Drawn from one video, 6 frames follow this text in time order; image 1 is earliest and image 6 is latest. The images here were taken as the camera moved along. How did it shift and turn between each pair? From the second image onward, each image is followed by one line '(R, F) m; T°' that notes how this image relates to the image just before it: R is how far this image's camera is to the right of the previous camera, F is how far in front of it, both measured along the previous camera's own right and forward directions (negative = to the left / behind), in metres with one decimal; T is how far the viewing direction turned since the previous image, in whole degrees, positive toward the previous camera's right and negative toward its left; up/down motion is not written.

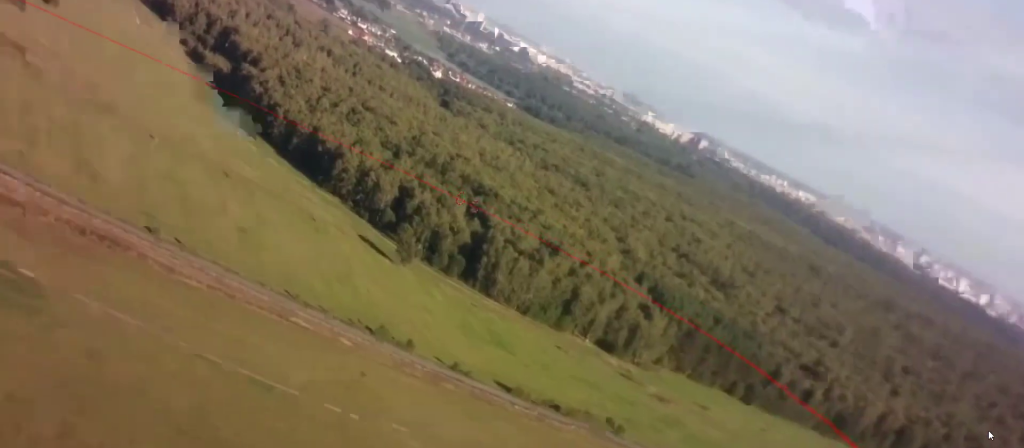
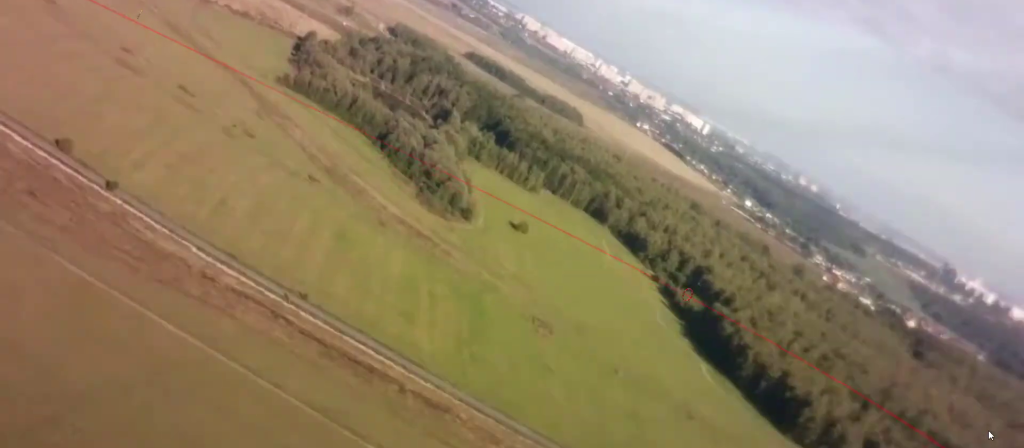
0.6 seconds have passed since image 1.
(-0.1, +7.4) m; -12°
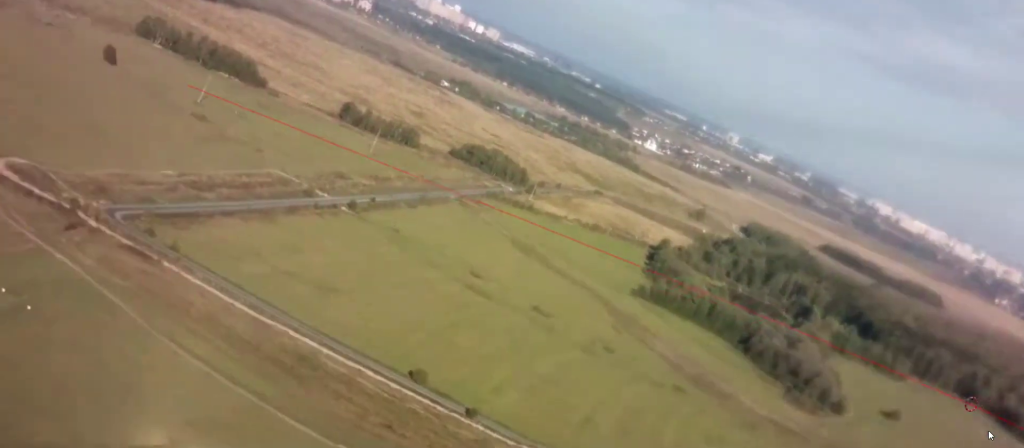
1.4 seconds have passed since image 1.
(-2.1, +10.5) m; -18°
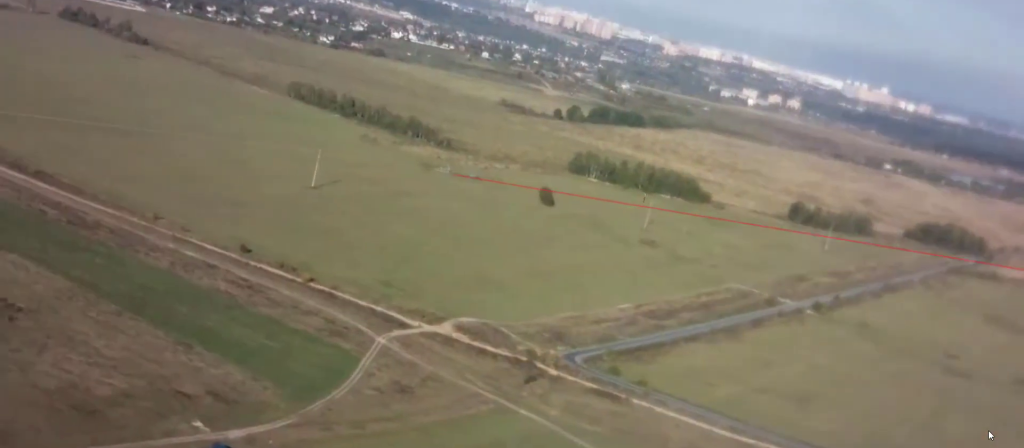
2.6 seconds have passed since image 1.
(-2.8, +15.2) m; -17°
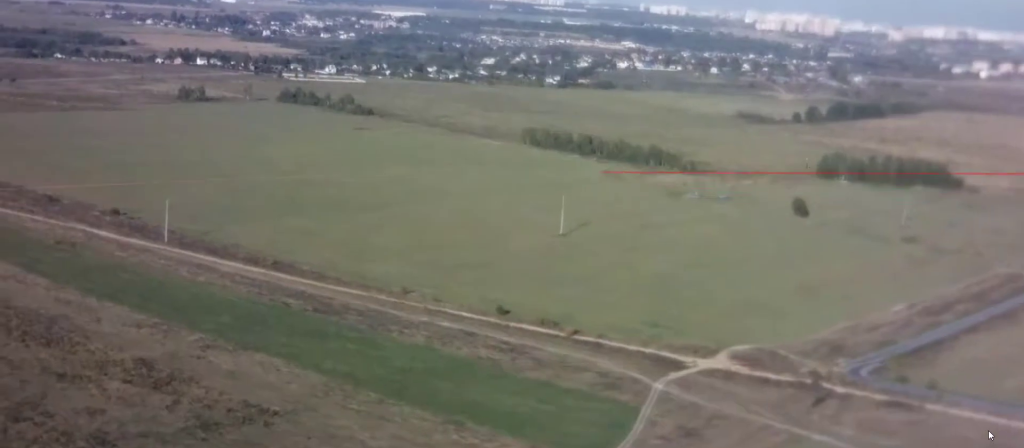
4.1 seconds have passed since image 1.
(-1.8, +19.4) m; -7°
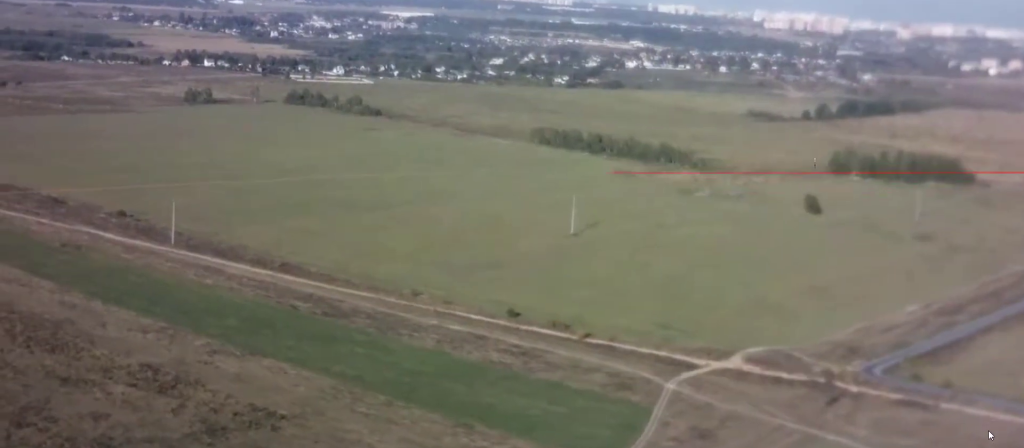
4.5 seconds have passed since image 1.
(0.0, +5.7) m; -1°
